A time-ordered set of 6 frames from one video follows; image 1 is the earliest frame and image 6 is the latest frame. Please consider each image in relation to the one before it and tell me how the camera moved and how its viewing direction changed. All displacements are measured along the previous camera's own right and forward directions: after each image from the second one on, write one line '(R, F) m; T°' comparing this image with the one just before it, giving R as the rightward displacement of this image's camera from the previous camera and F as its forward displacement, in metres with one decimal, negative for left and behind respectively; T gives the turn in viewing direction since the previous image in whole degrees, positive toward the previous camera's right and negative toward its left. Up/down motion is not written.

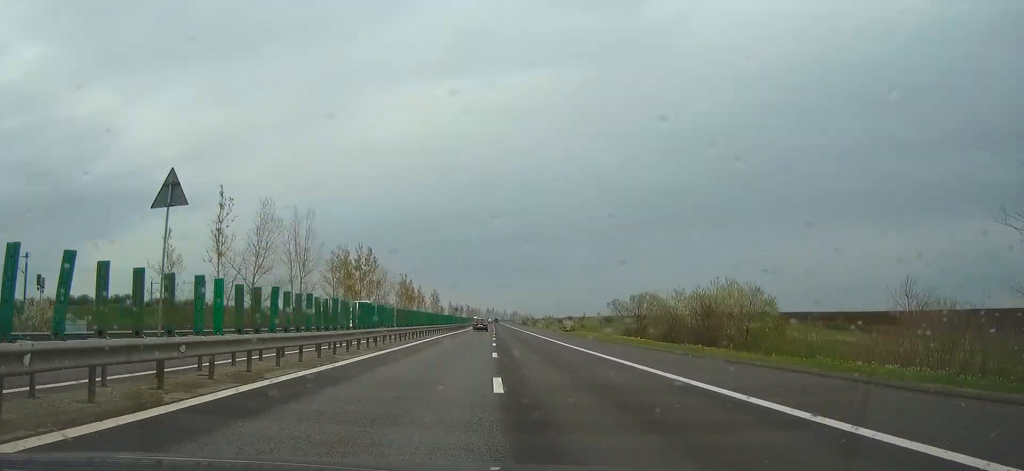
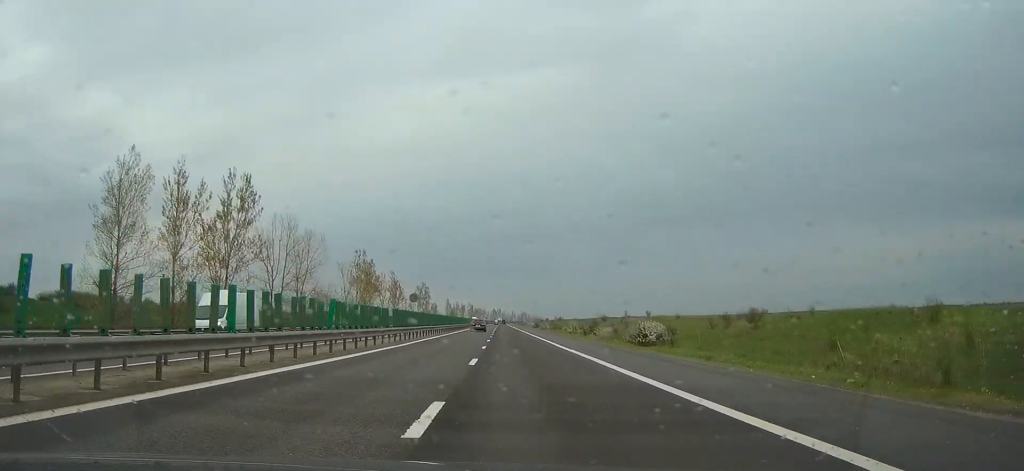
(+0.3, +66.5) m; 0°
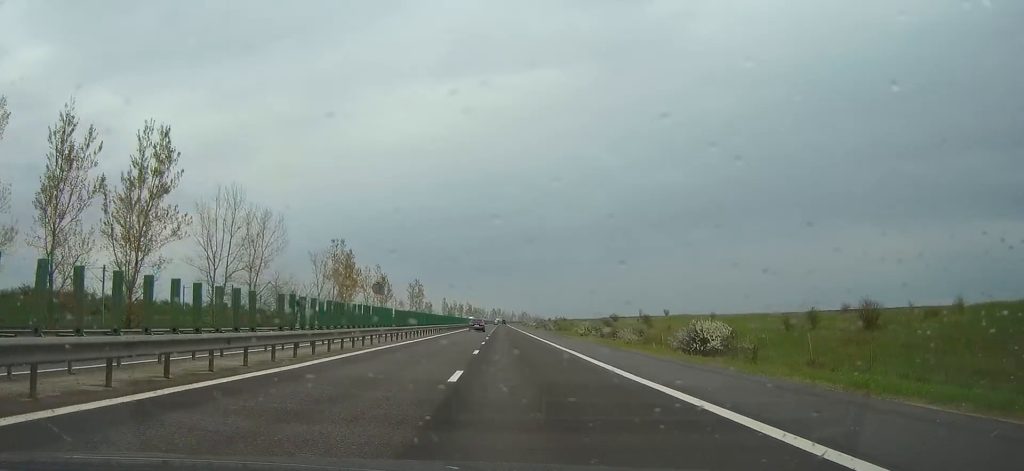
(0.0, +17.6) m; 0°
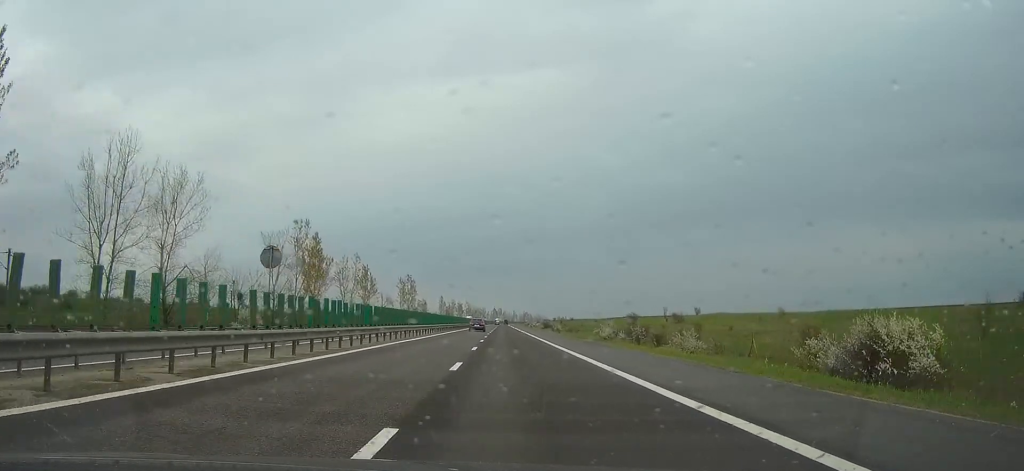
(-0.2, +21.4) m; 0°
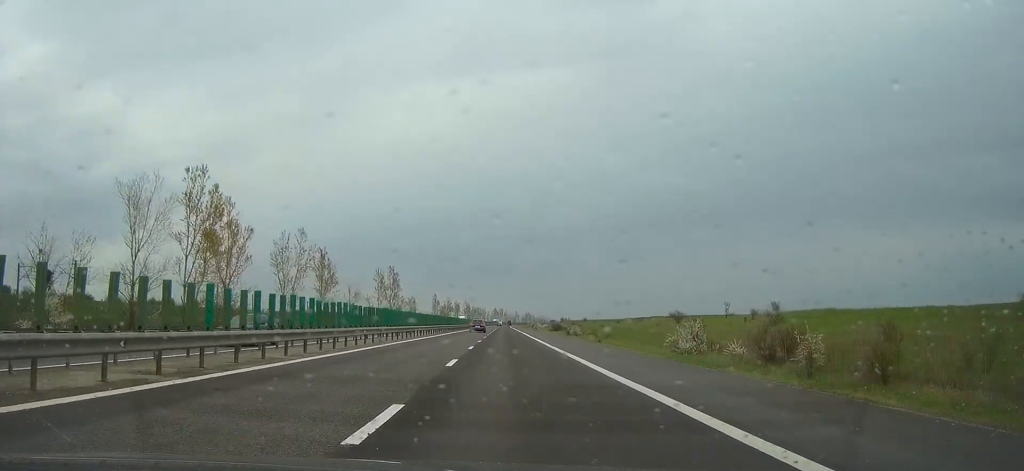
(0.0, +34.9) m; 0°
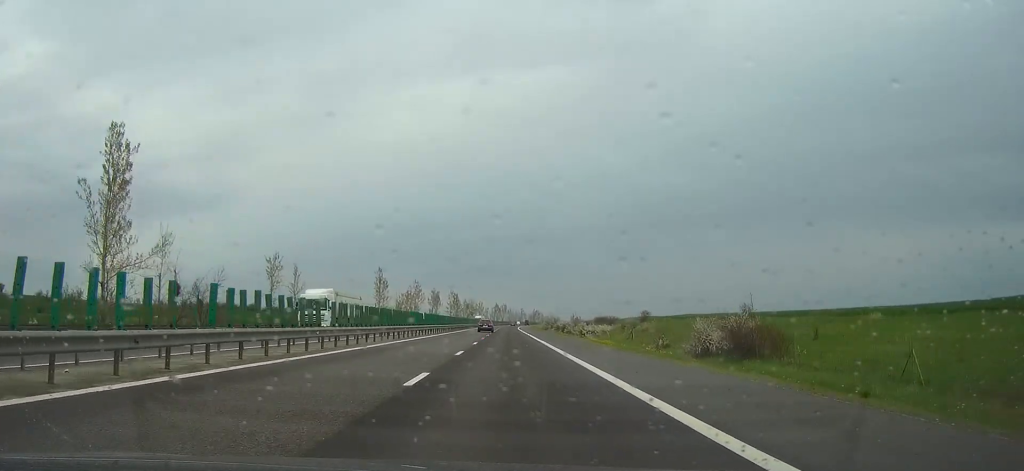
(-0.5, +151.1) m; -1°
